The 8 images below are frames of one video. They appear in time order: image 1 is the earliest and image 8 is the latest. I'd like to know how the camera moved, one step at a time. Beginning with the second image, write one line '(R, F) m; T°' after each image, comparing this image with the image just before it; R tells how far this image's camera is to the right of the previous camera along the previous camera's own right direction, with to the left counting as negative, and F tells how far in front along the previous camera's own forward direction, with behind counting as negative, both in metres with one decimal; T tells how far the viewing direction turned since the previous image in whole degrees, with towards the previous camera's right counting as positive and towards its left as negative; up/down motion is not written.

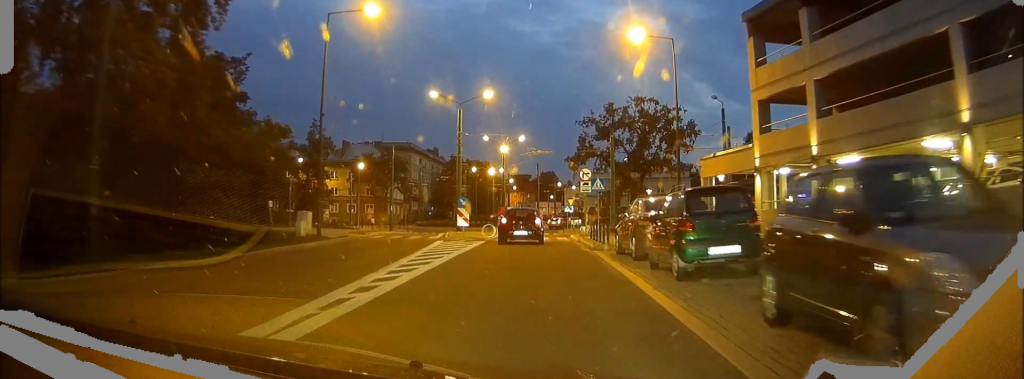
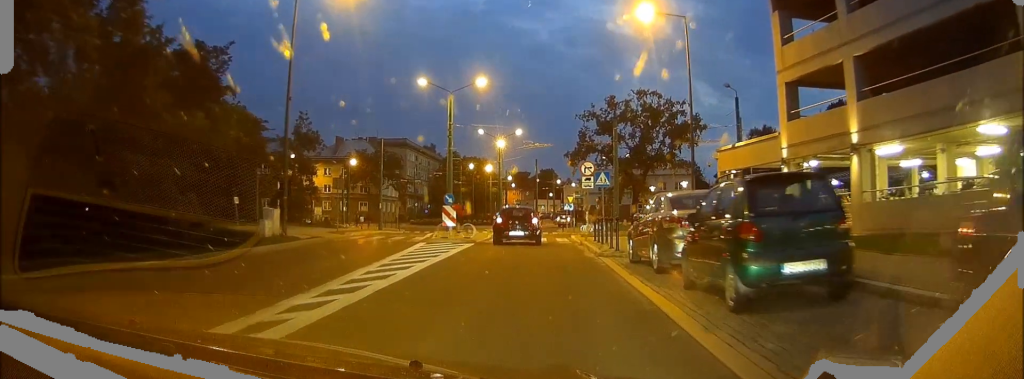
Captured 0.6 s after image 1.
(0.0, +3.0) m; 0°
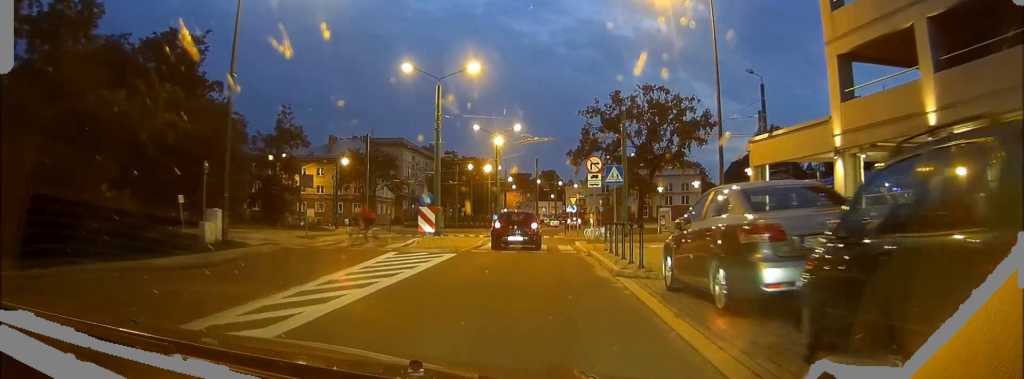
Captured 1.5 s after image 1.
(0.0, +4.6) m; -1°
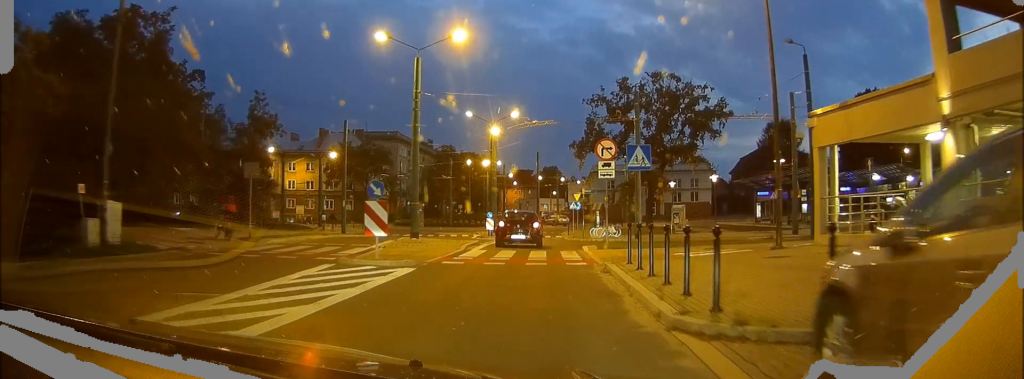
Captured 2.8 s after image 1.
(-0.1, +6.3) m; -1°
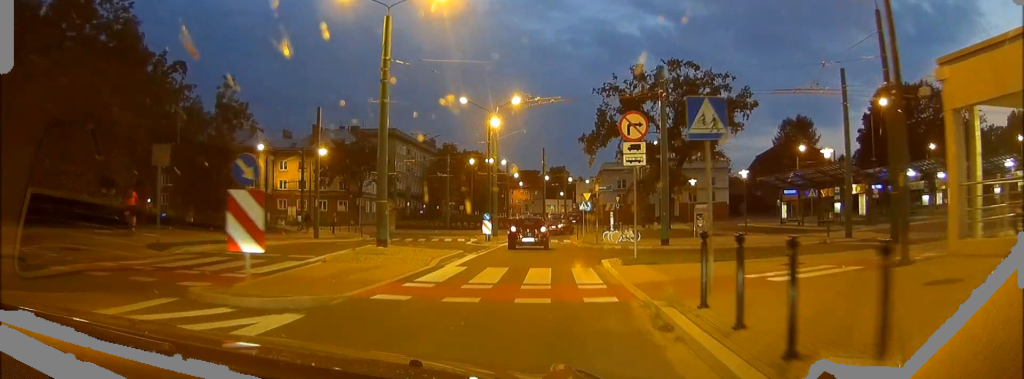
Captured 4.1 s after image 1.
(0.0, +6.6) m; 0°
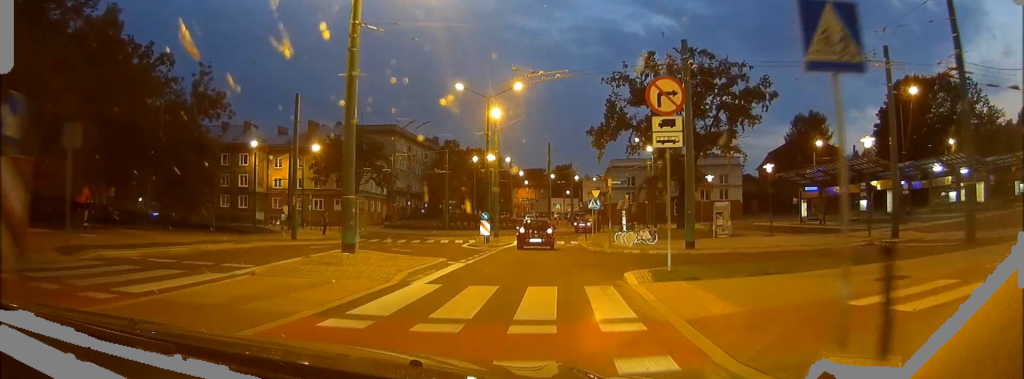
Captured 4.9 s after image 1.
(0.0, +4.1) m; +2°
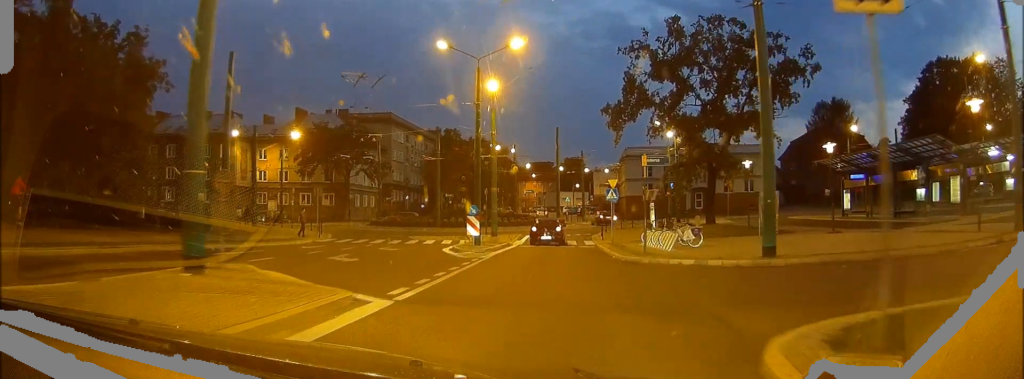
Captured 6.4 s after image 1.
(+0.1, +8.4) m; -1°
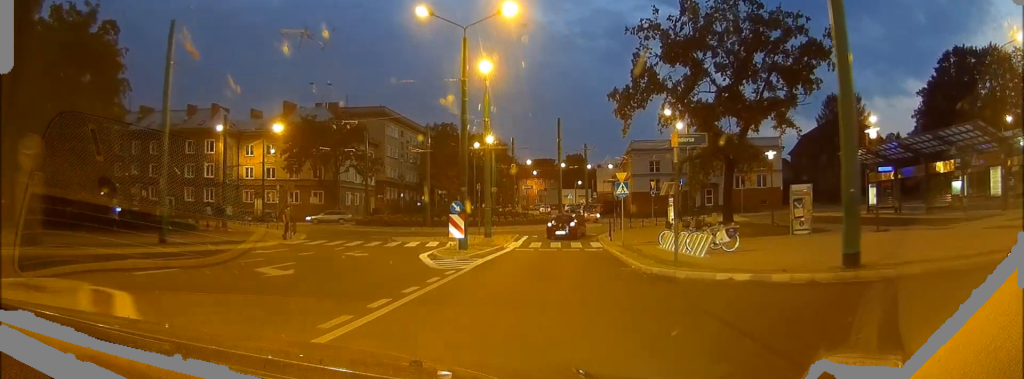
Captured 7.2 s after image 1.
(-0.1, +5.0) m; -2°
